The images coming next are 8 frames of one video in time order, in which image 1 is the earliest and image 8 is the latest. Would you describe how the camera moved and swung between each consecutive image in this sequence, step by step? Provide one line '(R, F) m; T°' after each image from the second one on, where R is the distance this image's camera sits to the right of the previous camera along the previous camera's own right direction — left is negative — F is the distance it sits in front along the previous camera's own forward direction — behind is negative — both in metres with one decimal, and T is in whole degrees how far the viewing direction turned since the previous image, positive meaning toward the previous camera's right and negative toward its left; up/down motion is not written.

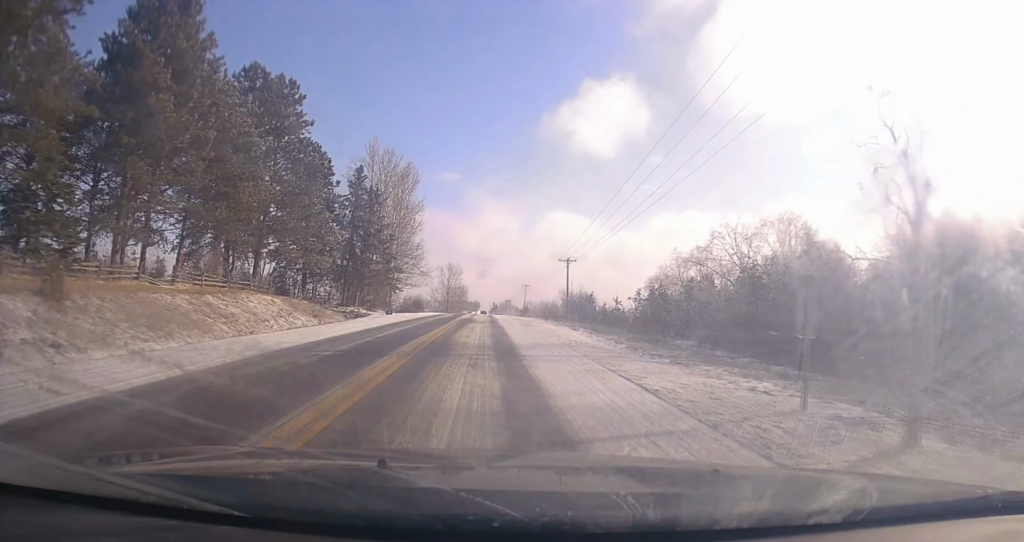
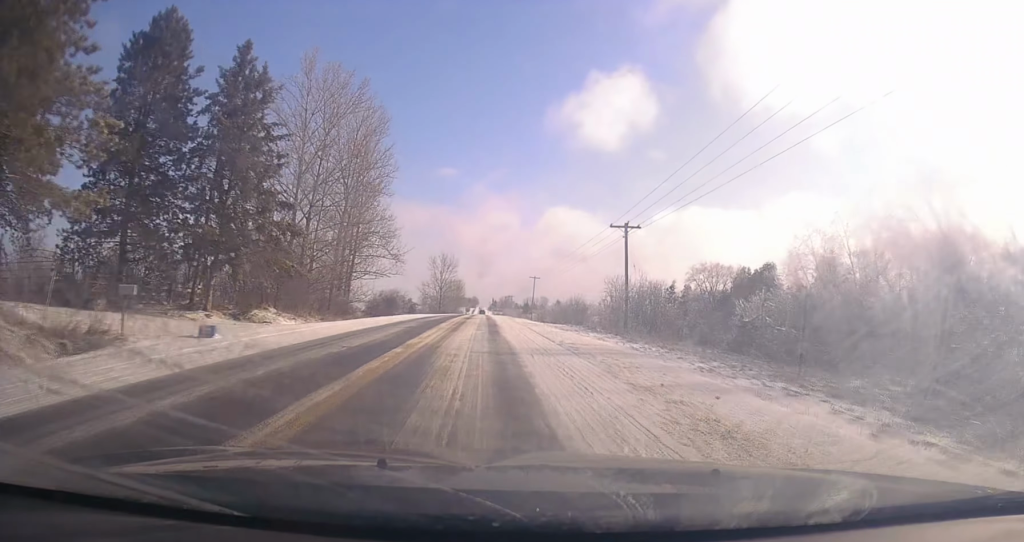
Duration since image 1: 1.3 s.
(-0.6, +30.3) m; -1°
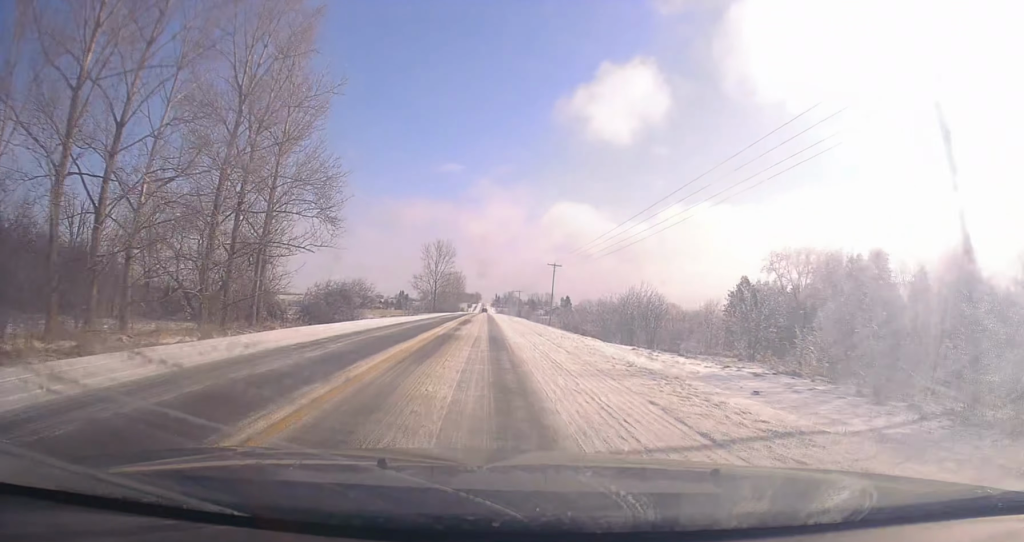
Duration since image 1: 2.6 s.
(+0.2, +30.0) m; 0°
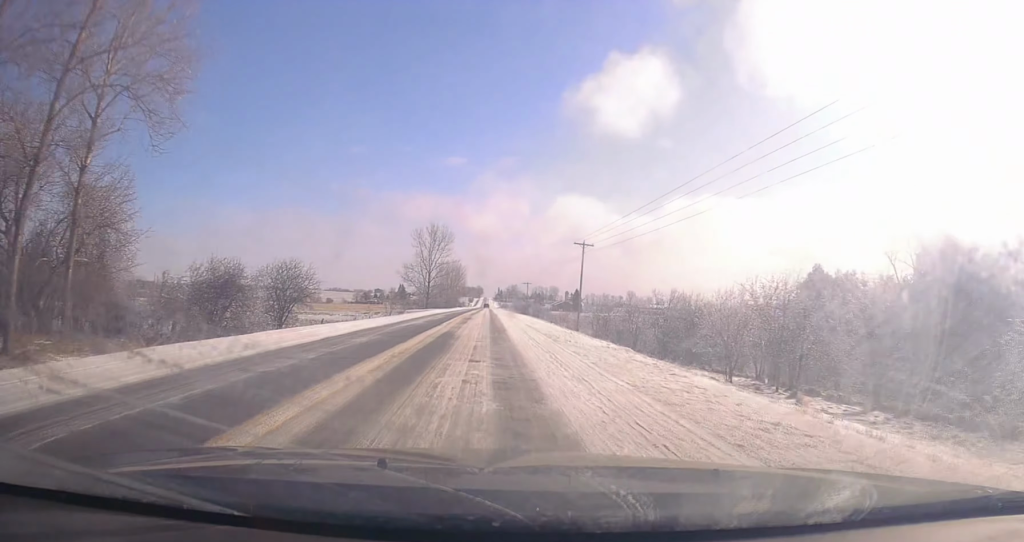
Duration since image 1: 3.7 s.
(-0.3, +24.3) m; 0°
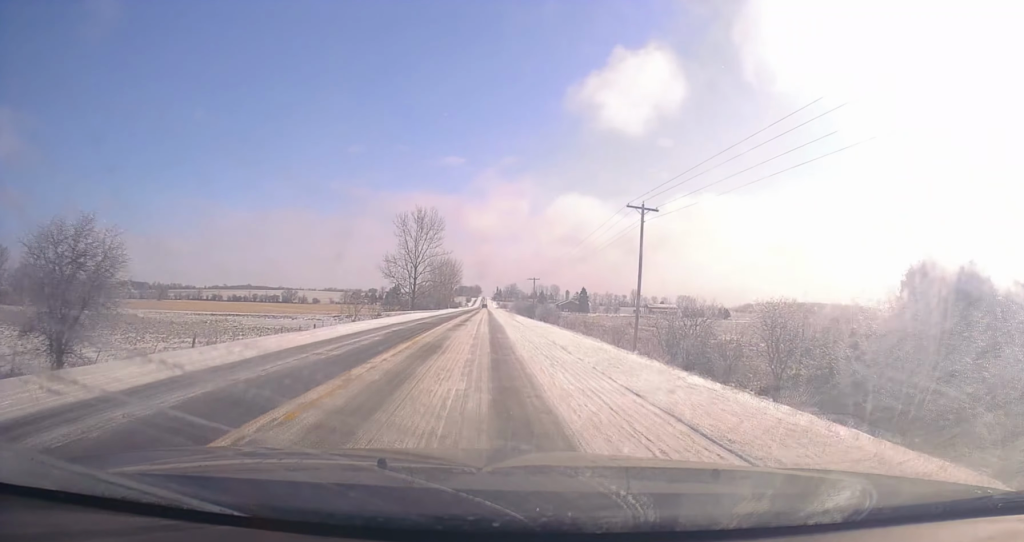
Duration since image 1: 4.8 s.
(+0.5, +25.3) m; 0°
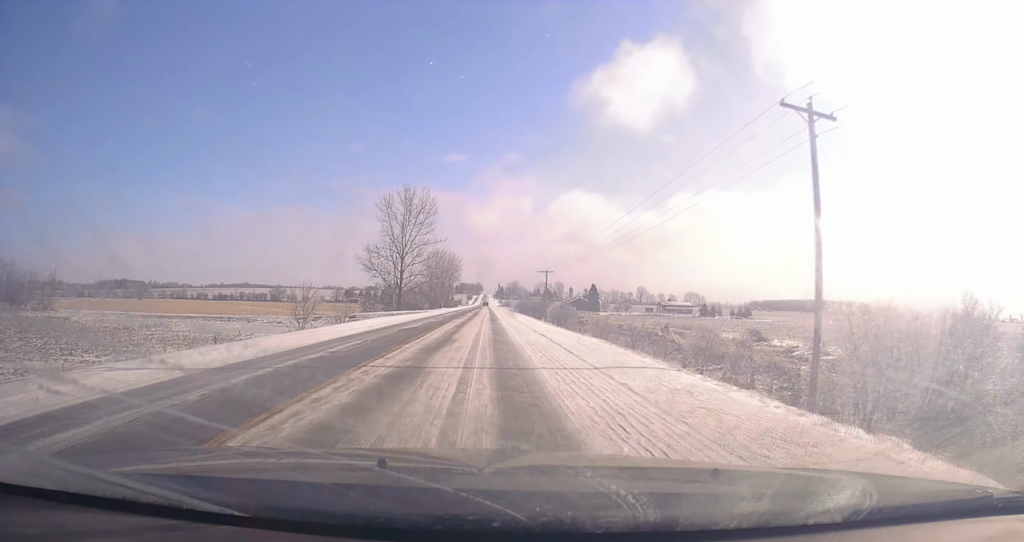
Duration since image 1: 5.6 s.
(-0.6, +20.6) m; 0°
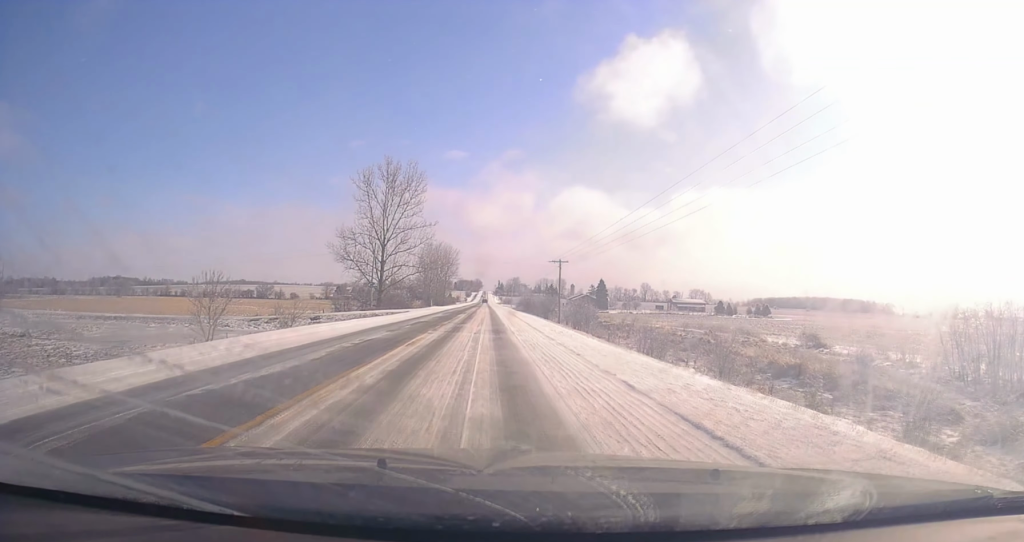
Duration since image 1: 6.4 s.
(+0.4, +18.2) m; 0°
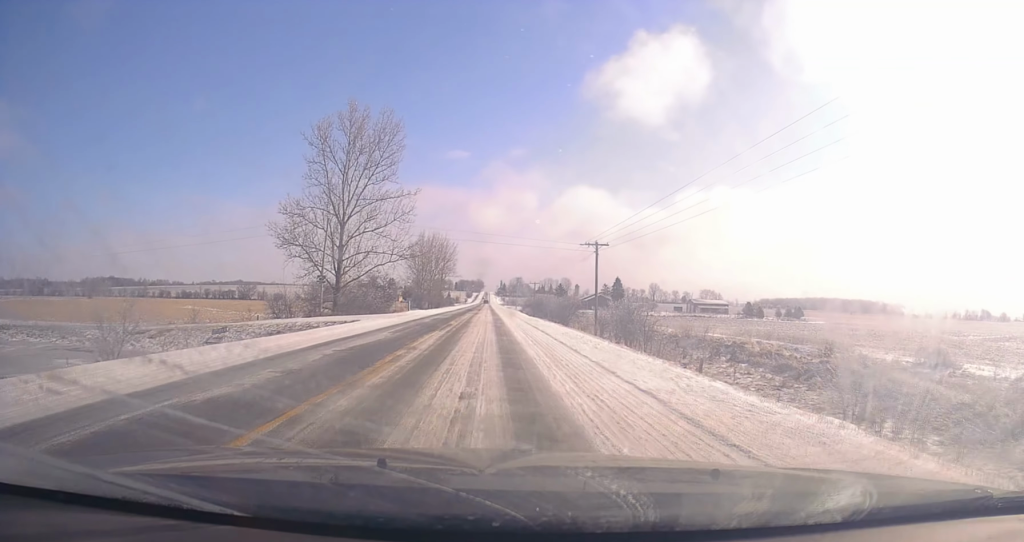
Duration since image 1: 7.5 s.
(-0.1, +24.8) m; 0°
